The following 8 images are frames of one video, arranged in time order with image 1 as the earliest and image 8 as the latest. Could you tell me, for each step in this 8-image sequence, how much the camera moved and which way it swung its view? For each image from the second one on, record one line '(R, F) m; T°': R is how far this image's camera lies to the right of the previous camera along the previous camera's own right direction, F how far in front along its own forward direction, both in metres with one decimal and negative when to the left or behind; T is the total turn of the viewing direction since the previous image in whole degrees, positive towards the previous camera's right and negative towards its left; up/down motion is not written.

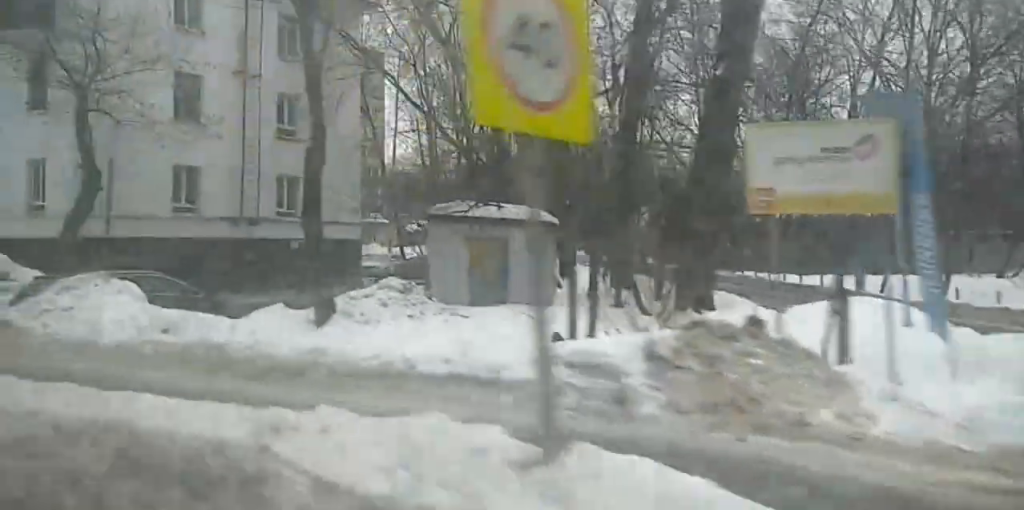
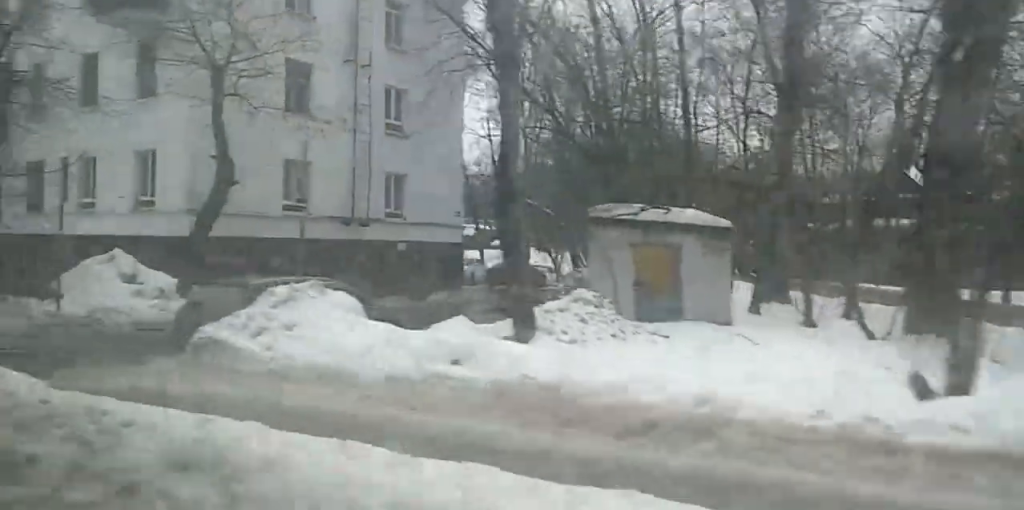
(0.0, +4.7) m; -1°
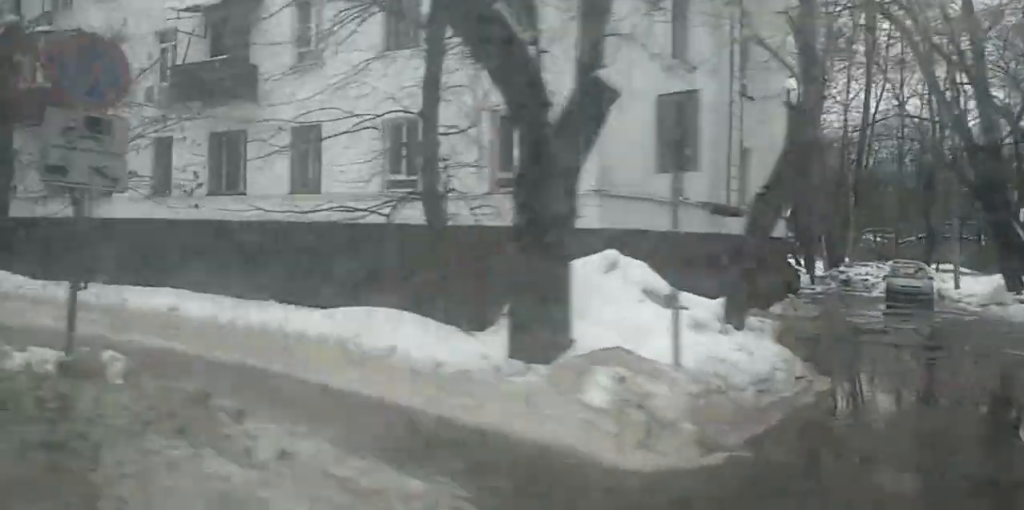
(-0.5, +13.6) m; -1°
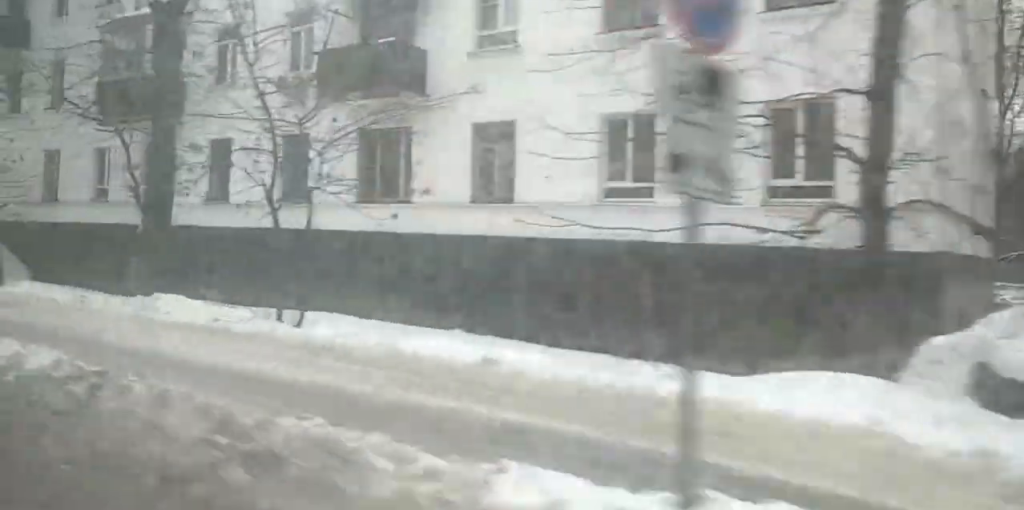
(+0.2, +5.8) m; +1°
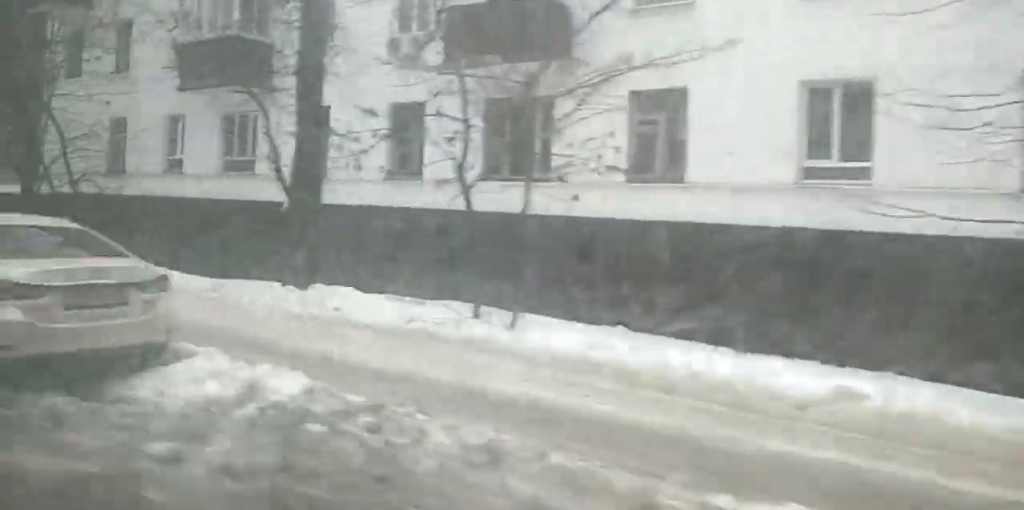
(+0.1, +3.7) m; +1°
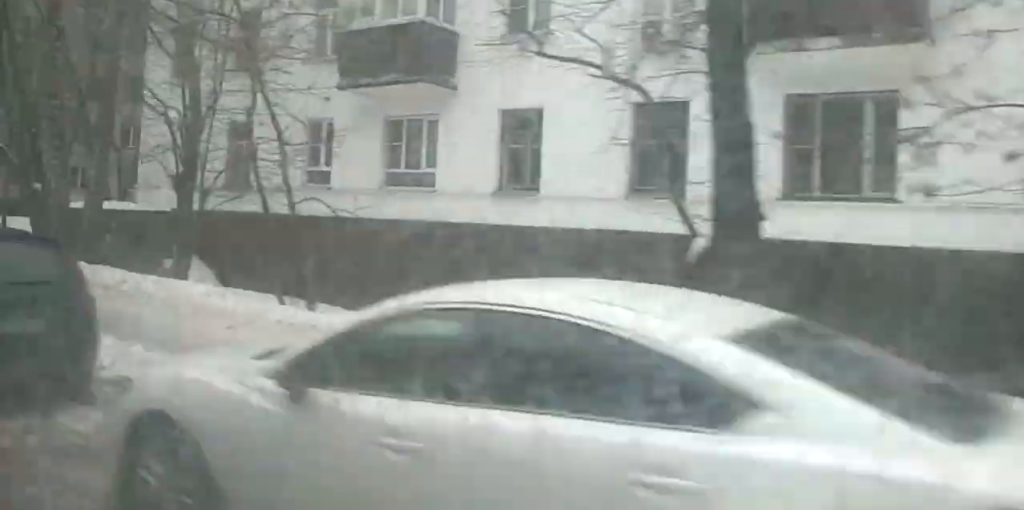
(-0.1, +5.8) m; -1°
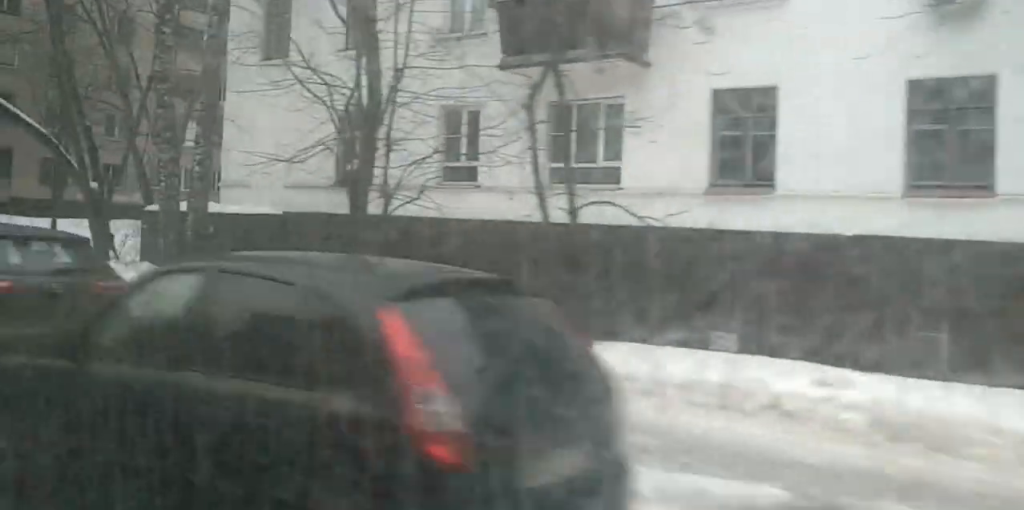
(0.0, +4.8) m; -1°
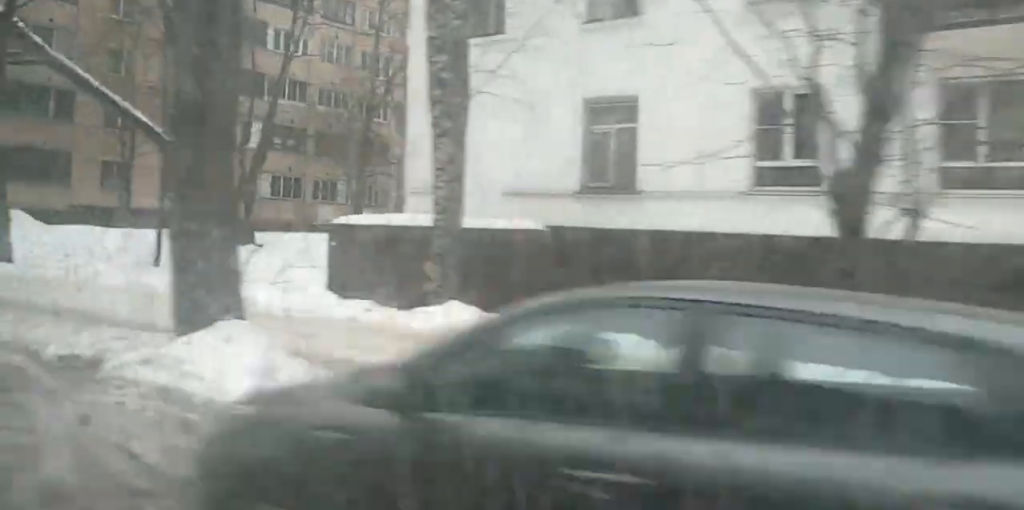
(0.0, +6.6) m; 0°
